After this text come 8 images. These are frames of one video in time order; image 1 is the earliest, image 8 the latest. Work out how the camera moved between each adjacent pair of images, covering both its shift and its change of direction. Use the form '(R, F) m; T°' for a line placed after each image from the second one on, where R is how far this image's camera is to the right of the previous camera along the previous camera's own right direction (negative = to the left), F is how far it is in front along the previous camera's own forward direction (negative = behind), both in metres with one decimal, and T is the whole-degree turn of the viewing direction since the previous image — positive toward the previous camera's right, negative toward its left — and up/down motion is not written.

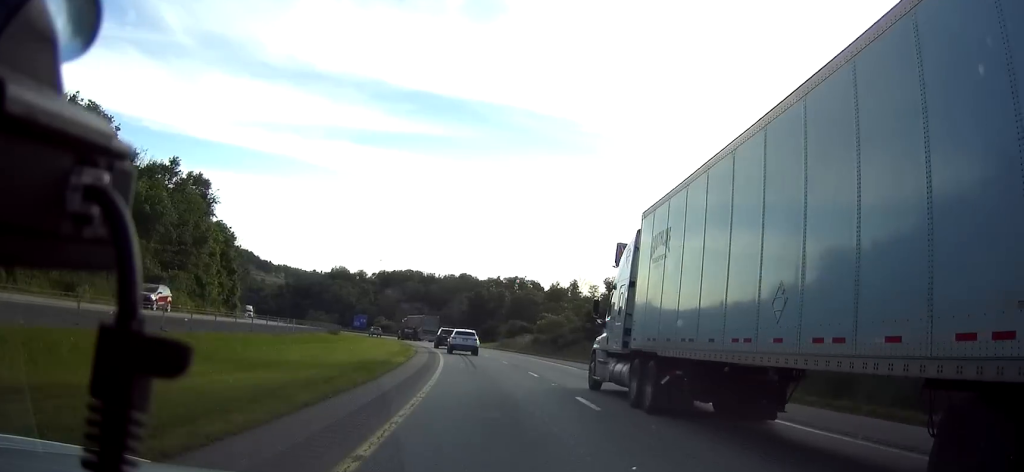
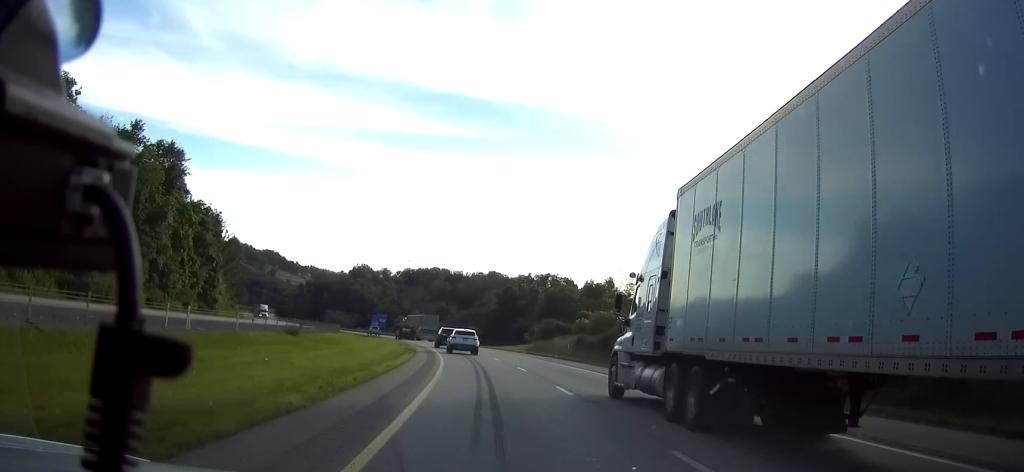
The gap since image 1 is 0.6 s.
(-0.4, +20.6) m; -2°
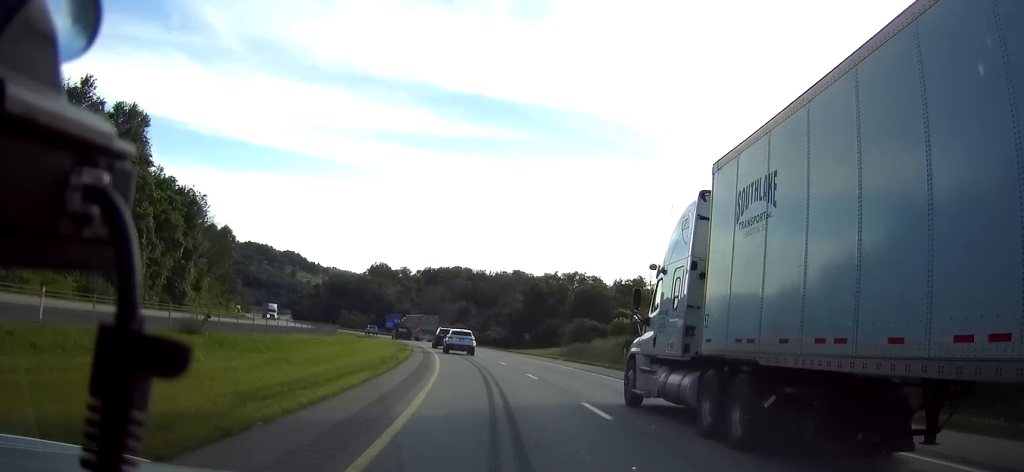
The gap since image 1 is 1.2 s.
(-0.4, +17.3) m; -2°
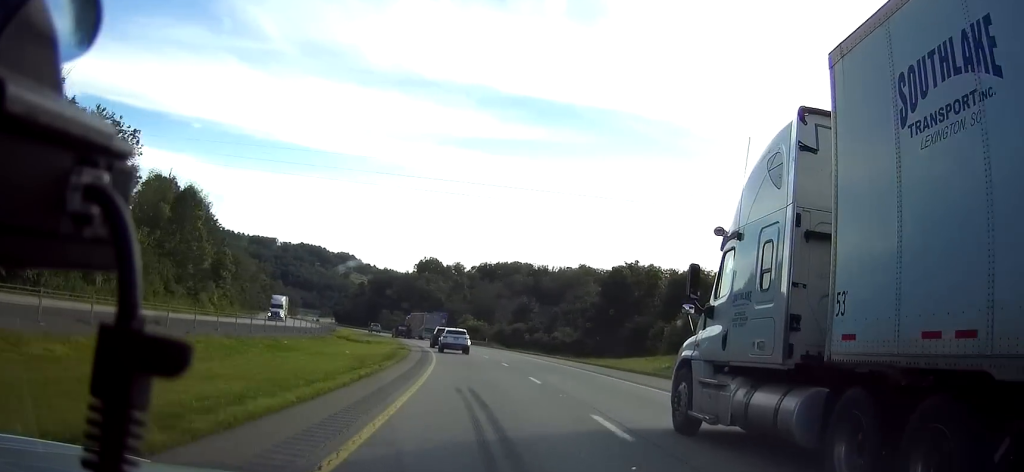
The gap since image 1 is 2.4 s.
(-1.4, +39.0) m; -4°
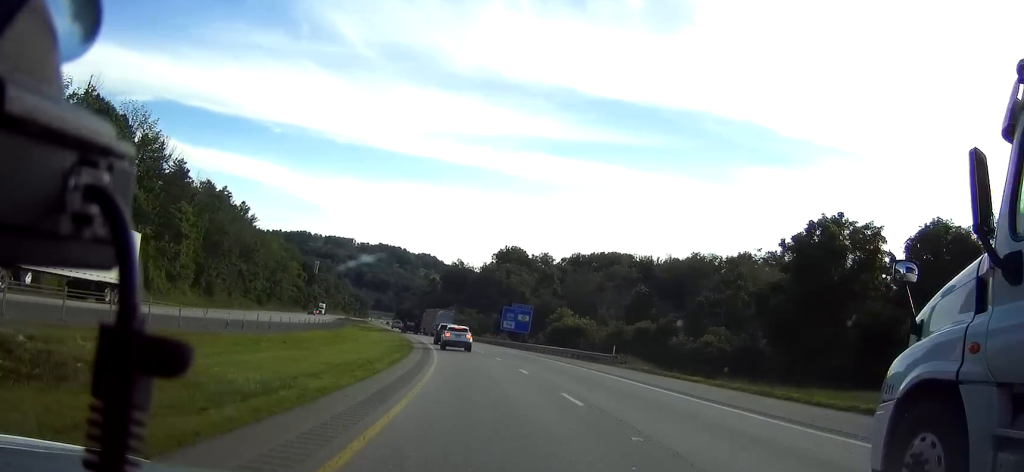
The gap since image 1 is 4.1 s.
(-2.9, +55.4) m; -6°
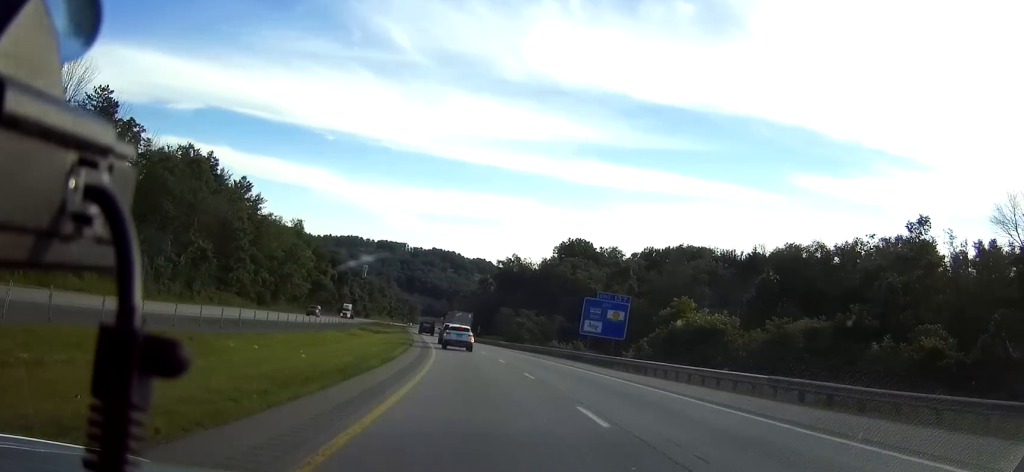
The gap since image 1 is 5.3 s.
(-1.3, +39.2) m; -4°
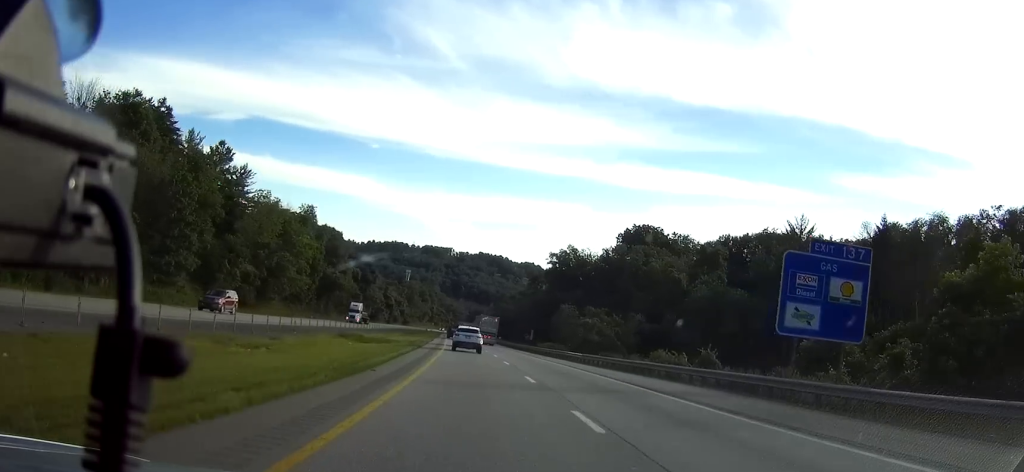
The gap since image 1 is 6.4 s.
(-1.2, +37.1) m; -4°
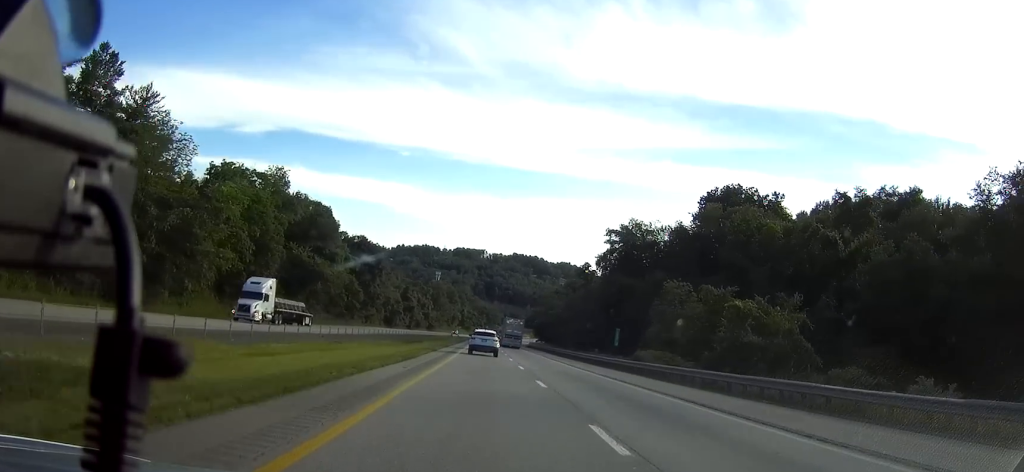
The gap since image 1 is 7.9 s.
(-1.6, +49.4) m; -3°
